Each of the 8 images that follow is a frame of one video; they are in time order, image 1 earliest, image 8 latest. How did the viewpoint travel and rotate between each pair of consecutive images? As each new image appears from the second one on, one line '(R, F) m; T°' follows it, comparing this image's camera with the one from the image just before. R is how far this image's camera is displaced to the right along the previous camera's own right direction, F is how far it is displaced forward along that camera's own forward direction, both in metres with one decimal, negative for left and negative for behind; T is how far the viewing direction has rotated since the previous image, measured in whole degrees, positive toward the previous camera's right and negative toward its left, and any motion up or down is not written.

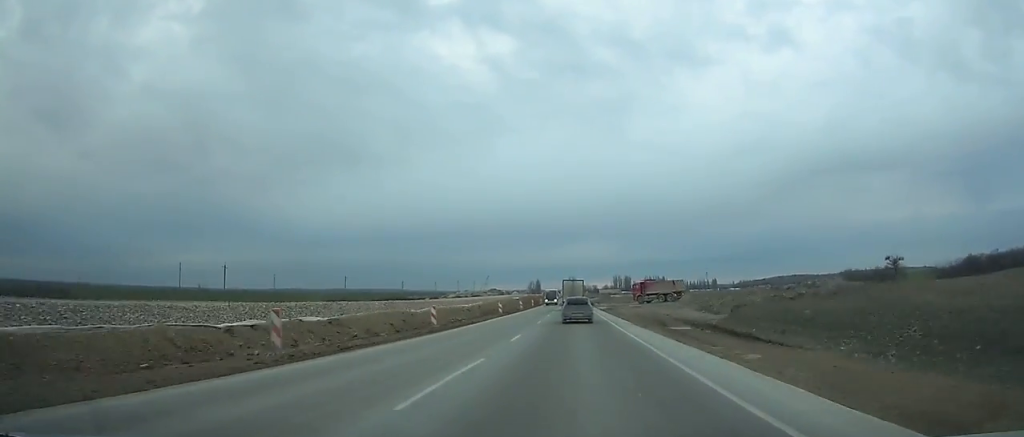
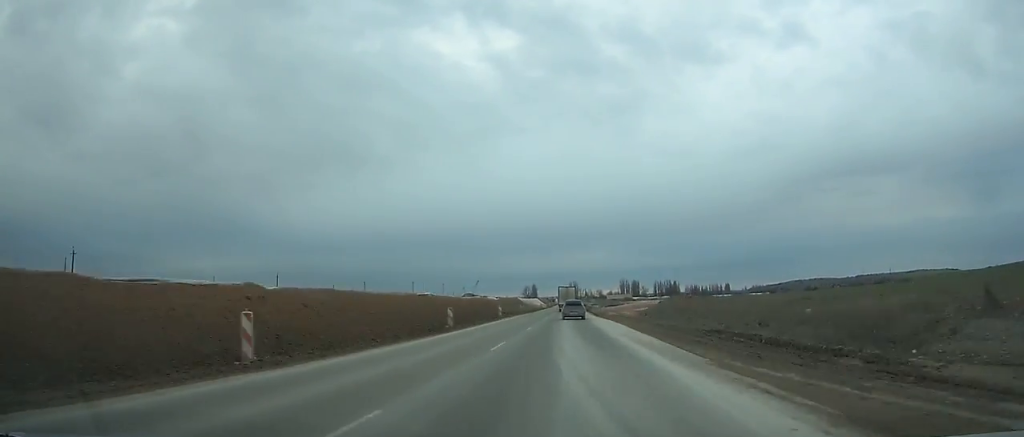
(-0.1, +112.9) m; 0°
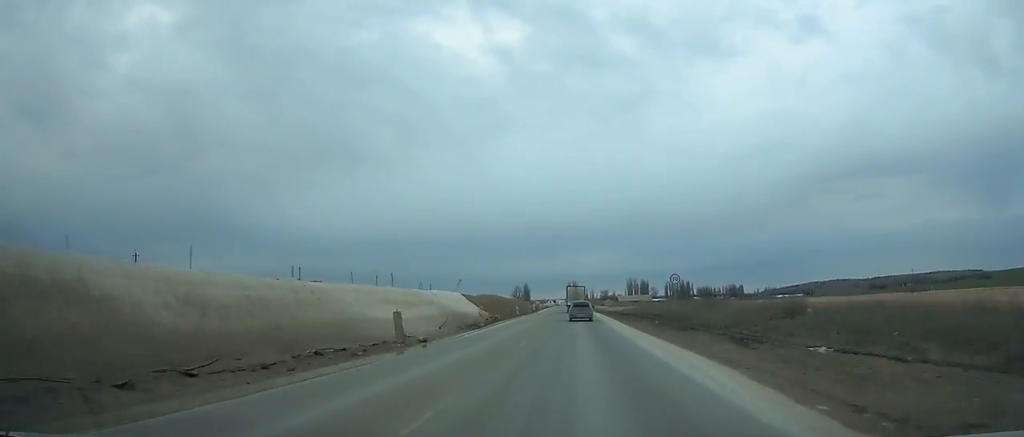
(+0.7, +120.8) m; +1°
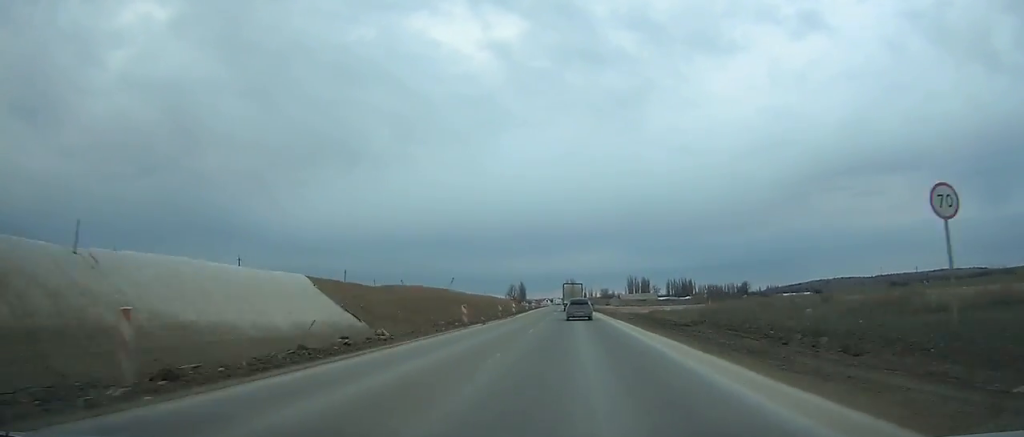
(+0.1, +29.1) m; 0°
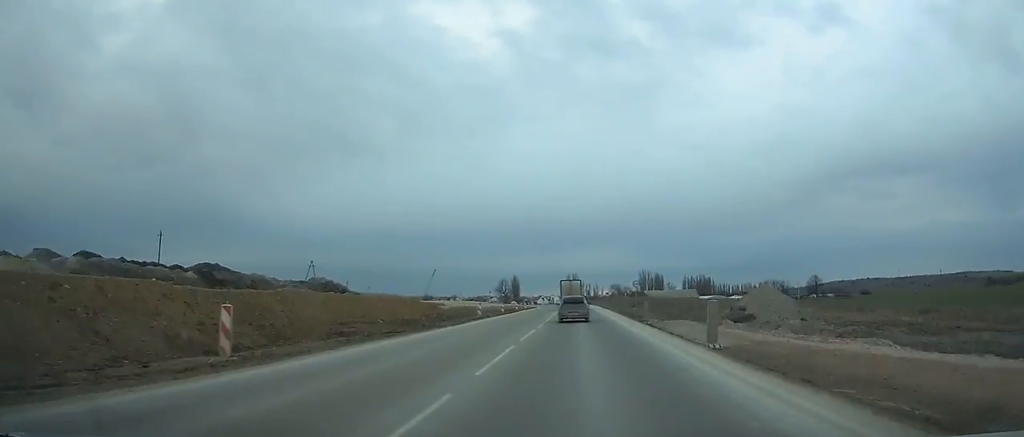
(0.0, +98.4) m; 0°
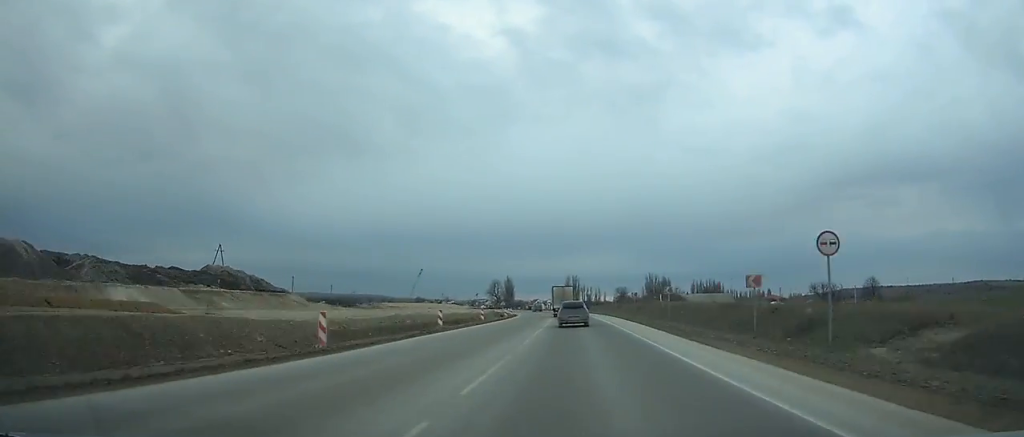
(+0.1, +51.1) m; -1°
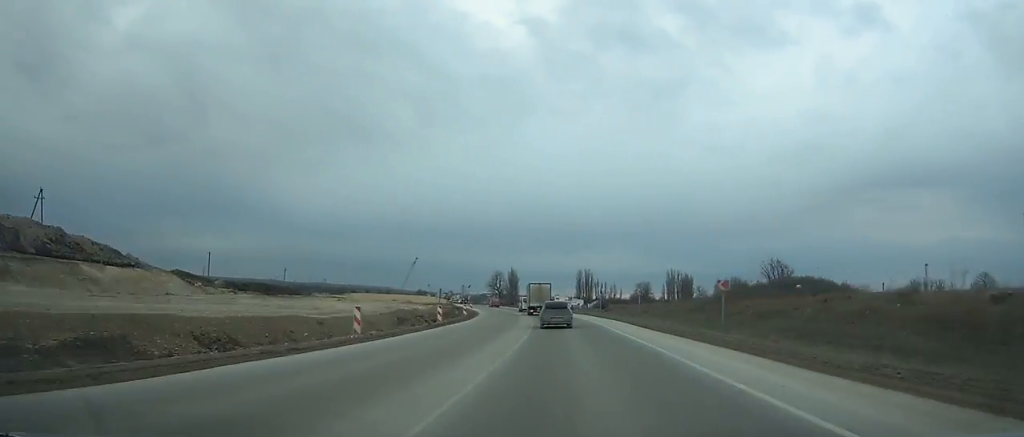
(-1.0, +54.9) m; -4°
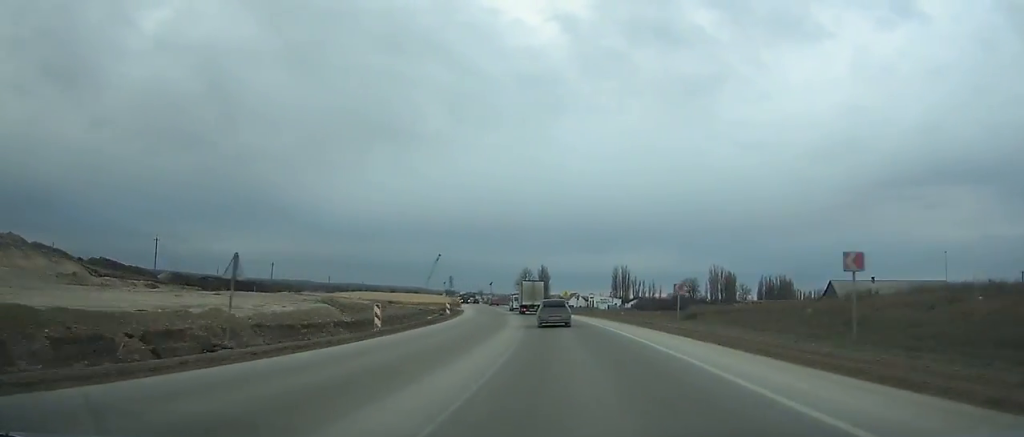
(-1.0, +32.2) m; -3°
